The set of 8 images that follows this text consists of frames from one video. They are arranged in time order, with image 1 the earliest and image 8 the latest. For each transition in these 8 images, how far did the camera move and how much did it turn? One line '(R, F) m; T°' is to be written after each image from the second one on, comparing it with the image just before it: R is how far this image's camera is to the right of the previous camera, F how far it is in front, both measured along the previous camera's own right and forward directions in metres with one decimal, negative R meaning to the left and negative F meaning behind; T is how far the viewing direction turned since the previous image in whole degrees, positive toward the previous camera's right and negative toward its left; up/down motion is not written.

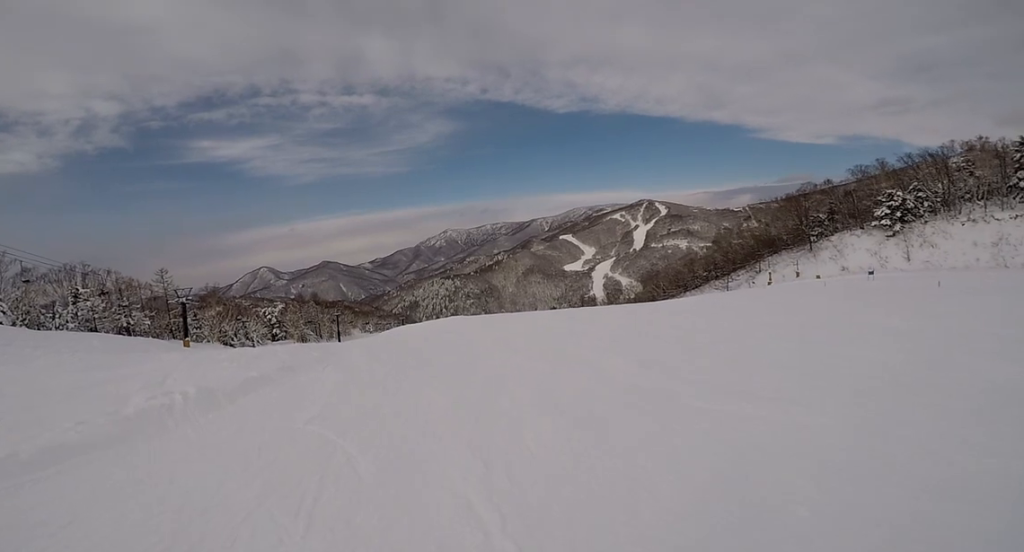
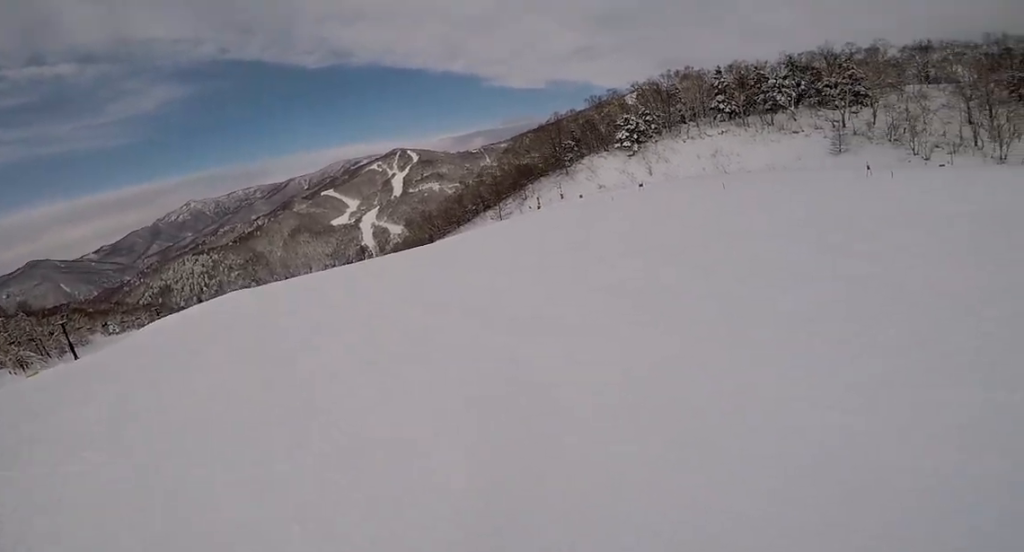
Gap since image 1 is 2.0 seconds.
(+2.0, +8.2) m; +32°
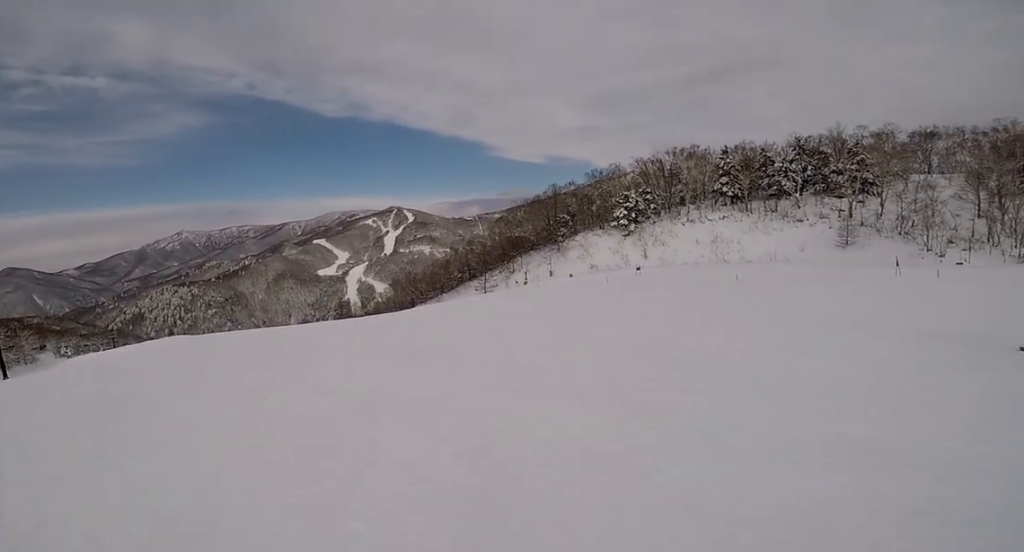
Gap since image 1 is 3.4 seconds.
(+0.5, +5.9) m; -7°
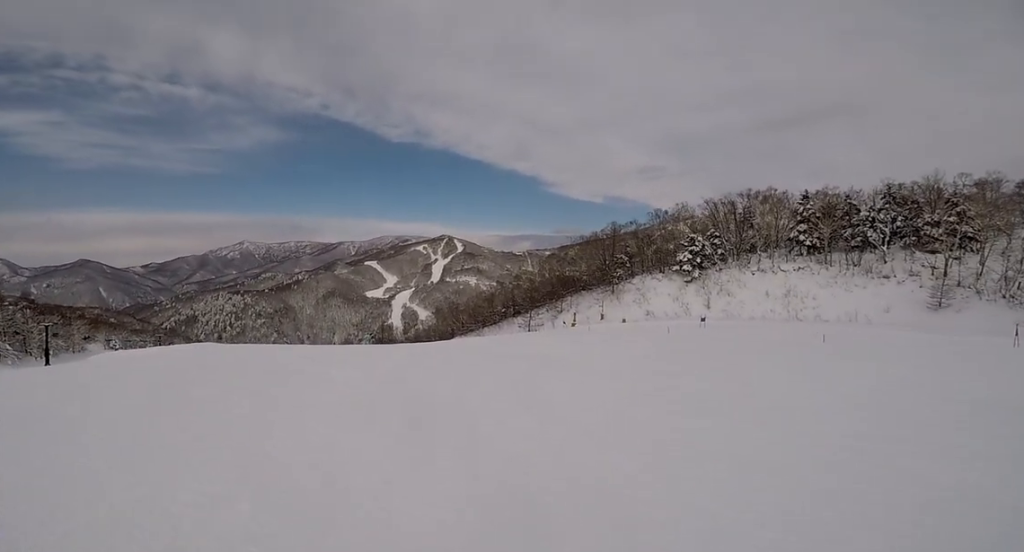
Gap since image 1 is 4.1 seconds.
(-0.5, +3.2) m; -11°
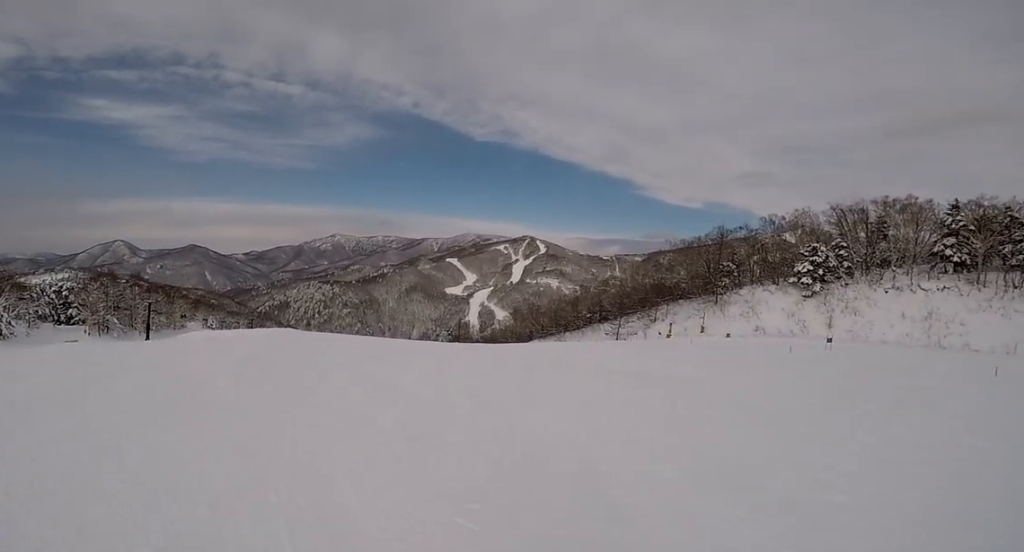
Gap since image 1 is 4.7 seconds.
(-0.1, +2.8) m; -7°
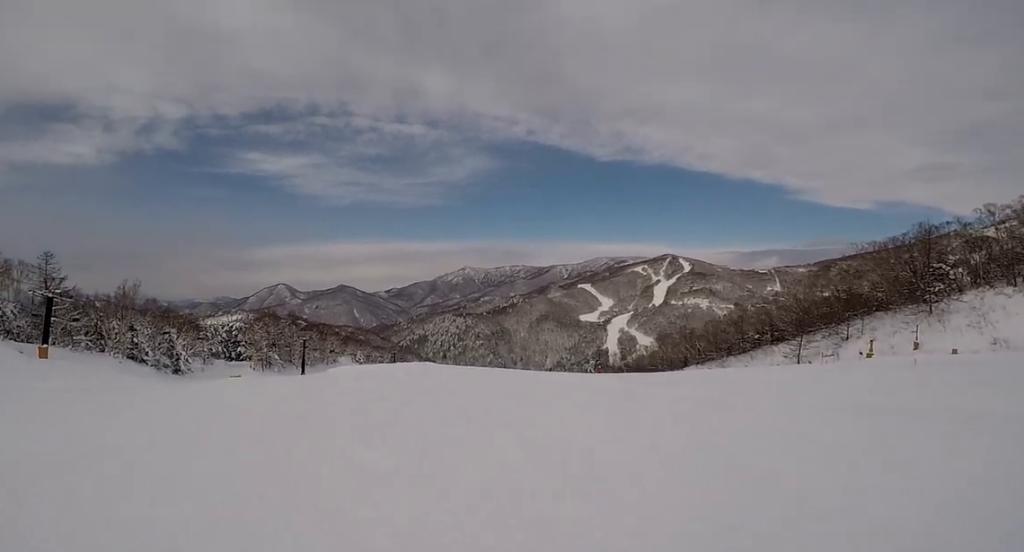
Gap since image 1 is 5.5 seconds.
(-0.3, +3.6) m; -5°
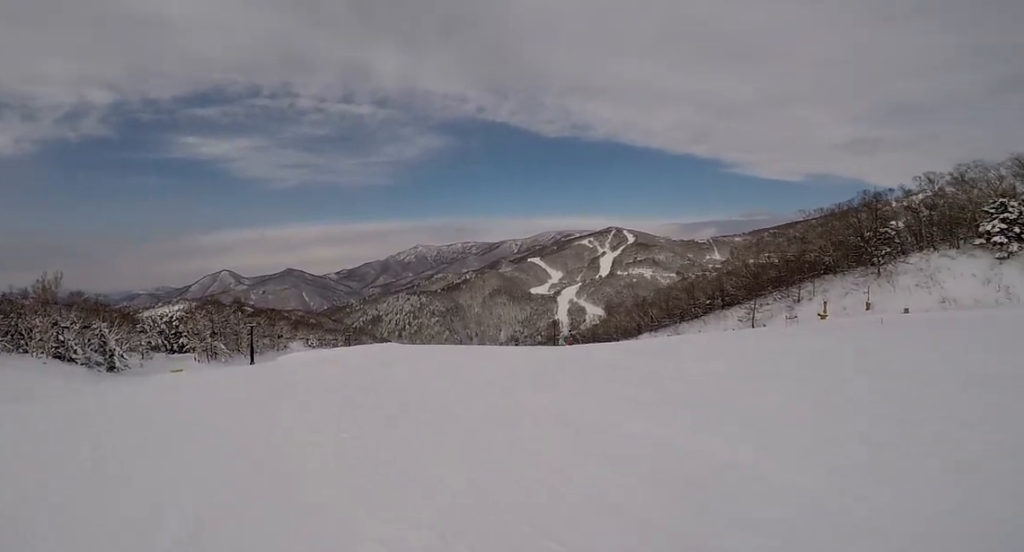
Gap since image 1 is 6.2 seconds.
(-0.3, +2.9) m; +1°
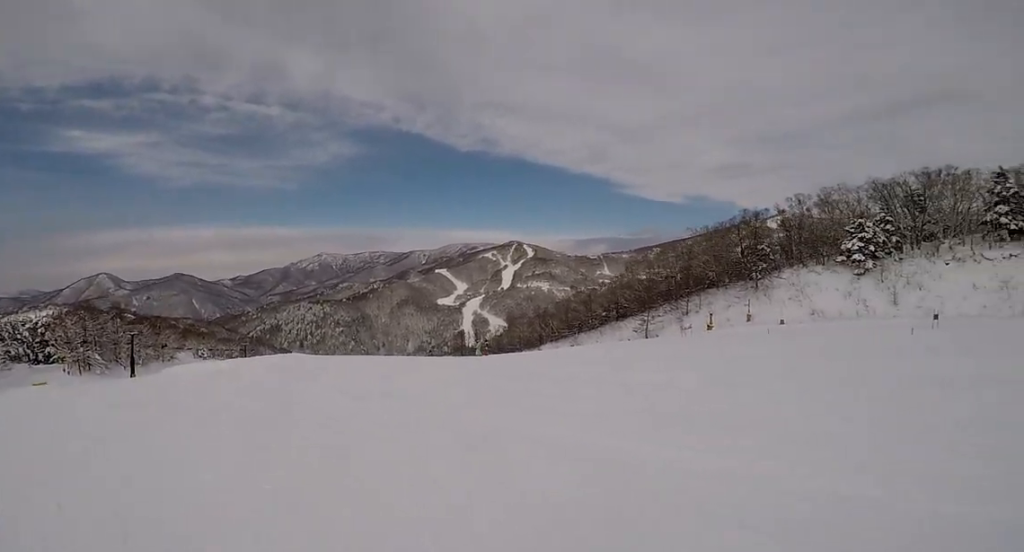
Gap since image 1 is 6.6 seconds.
(+0.2, +1.6) m; +5°
